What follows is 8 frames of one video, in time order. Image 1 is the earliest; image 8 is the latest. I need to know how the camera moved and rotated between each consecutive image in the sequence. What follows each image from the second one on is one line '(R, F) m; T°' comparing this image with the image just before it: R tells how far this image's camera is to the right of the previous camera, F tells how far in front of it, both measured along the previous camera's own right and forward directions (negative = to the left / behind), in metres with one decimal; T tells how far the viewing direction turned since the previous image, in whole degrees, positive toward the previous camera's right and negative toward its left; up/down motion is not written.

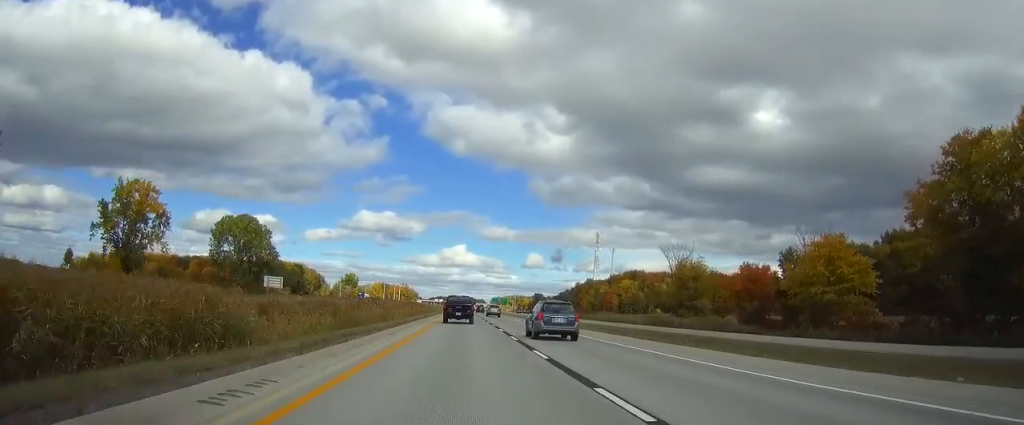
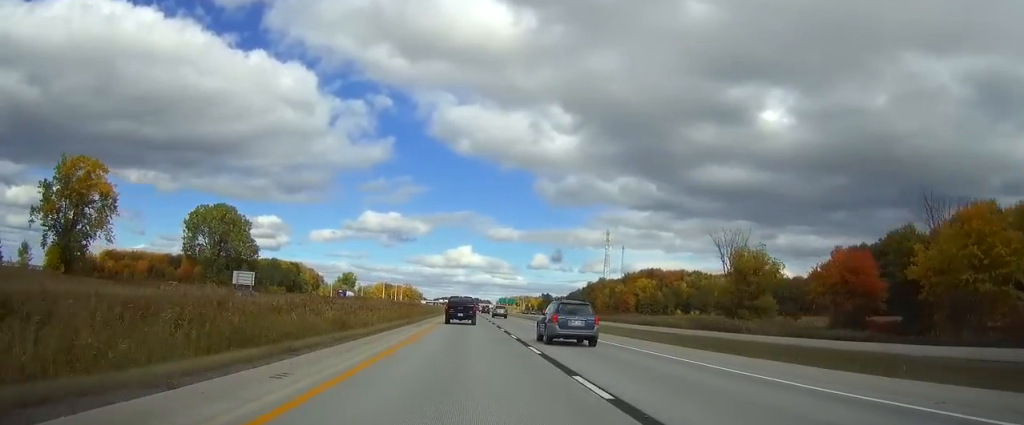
(-0.1, +25.0) m; 0°
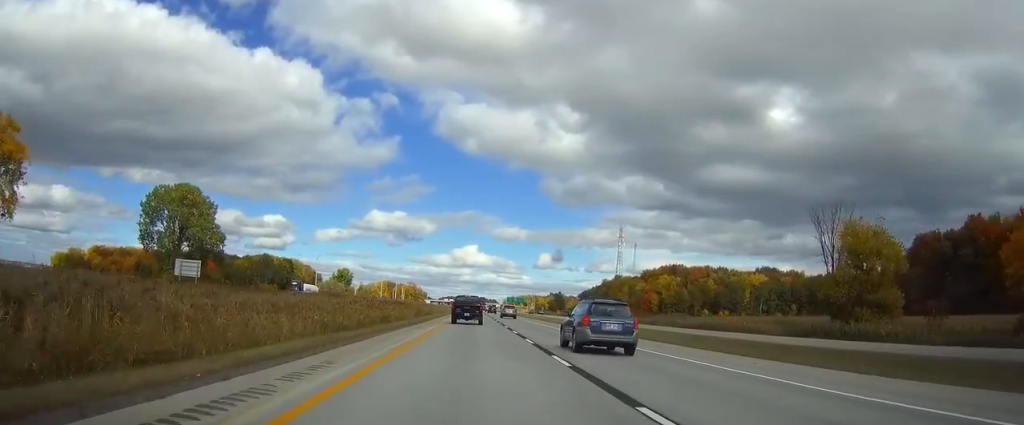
(0.0, +30.6) m; 0°
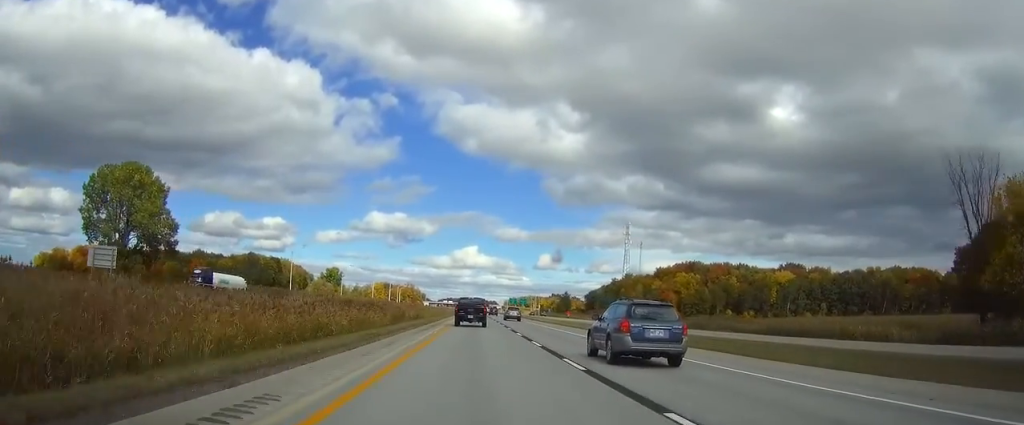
(-0.2, +27.2) m; 0°
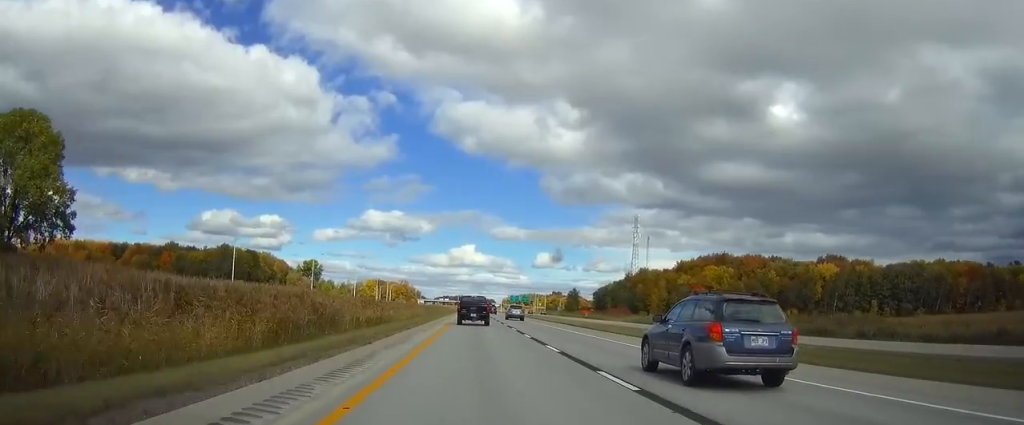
(+0.1, +39.6) m; 0°
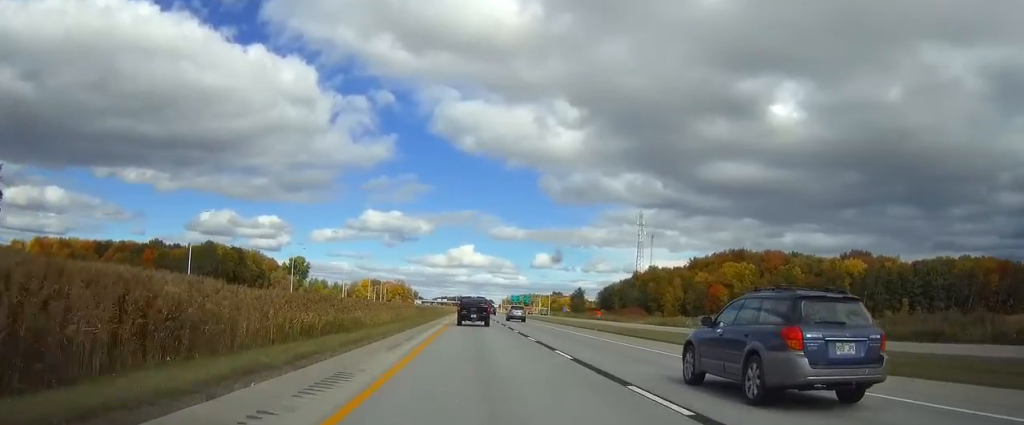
(+0.1, +20.3) m; 0°
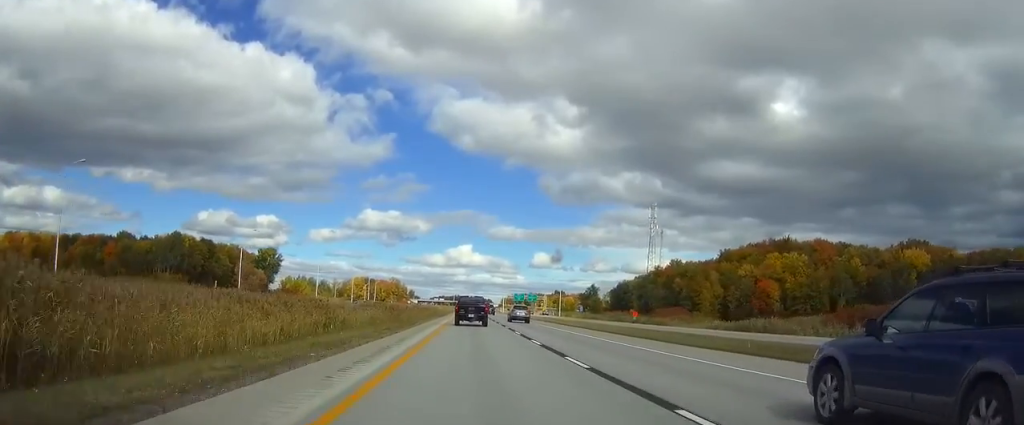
(+0.1, +38.4) m; 0°
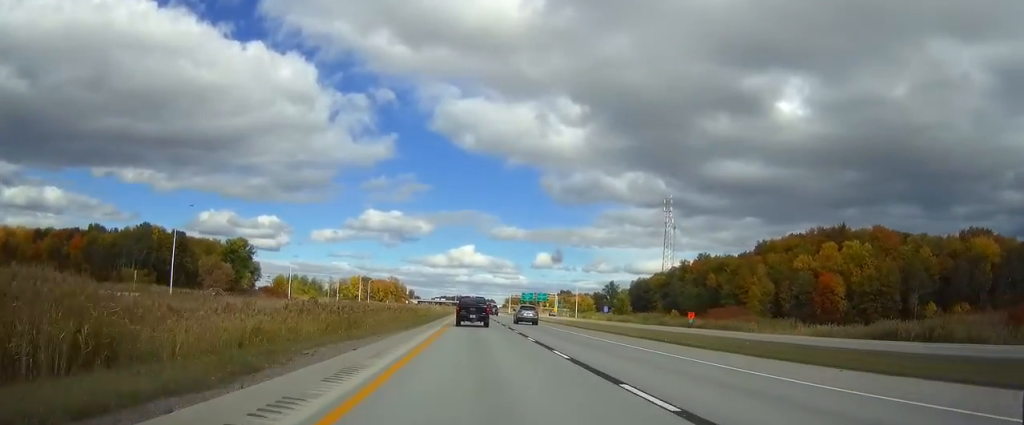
(0.0, +32.6) m; 0°
